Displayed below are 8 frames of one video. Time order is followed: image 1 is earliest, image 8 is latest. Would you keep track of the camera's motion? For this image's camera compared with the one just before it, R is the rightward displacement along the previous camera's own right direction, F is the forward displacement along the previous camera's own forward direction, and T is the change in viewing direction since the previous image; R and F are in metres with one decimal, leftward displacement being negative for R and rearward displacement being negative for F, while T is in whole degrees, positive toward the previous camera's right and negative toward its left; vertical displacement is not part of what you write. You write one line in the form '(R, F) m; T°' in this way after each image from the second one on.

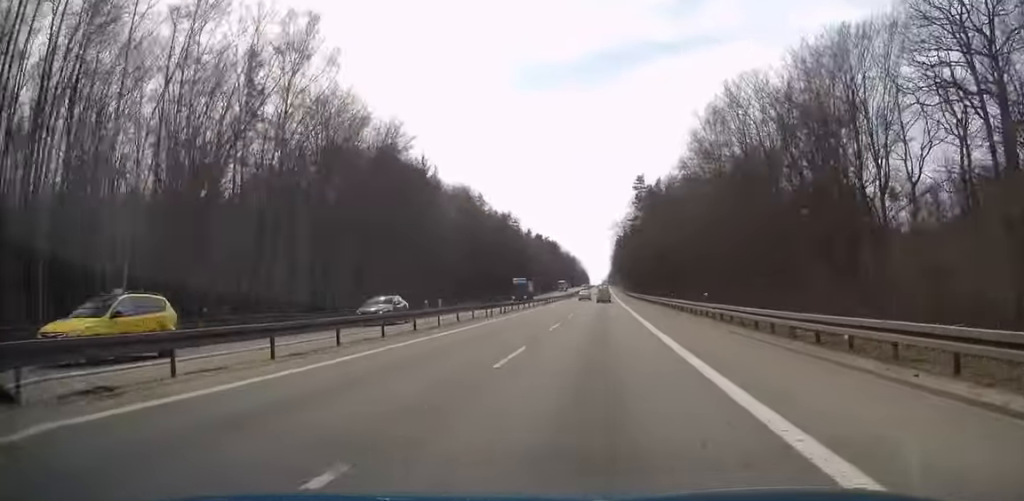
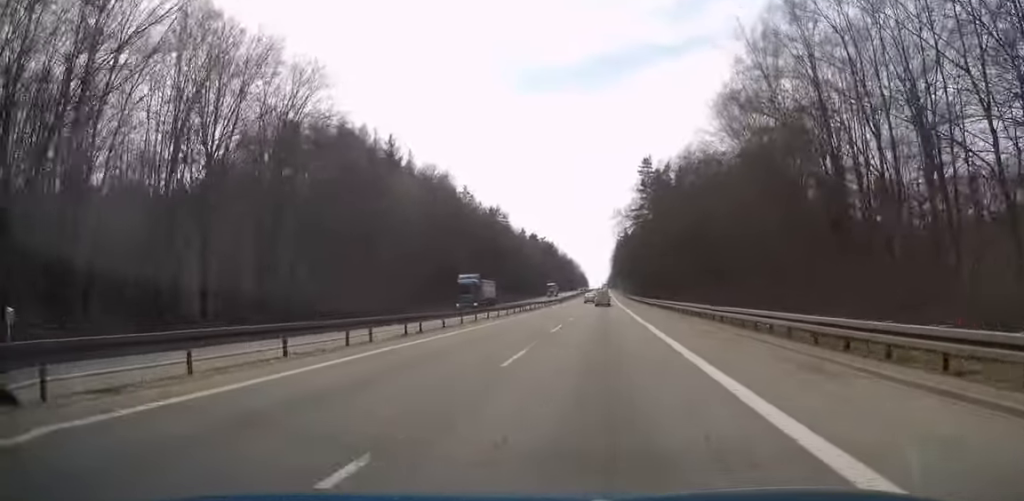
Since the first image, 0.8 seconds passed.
(0.0, +23.6) m; 0°
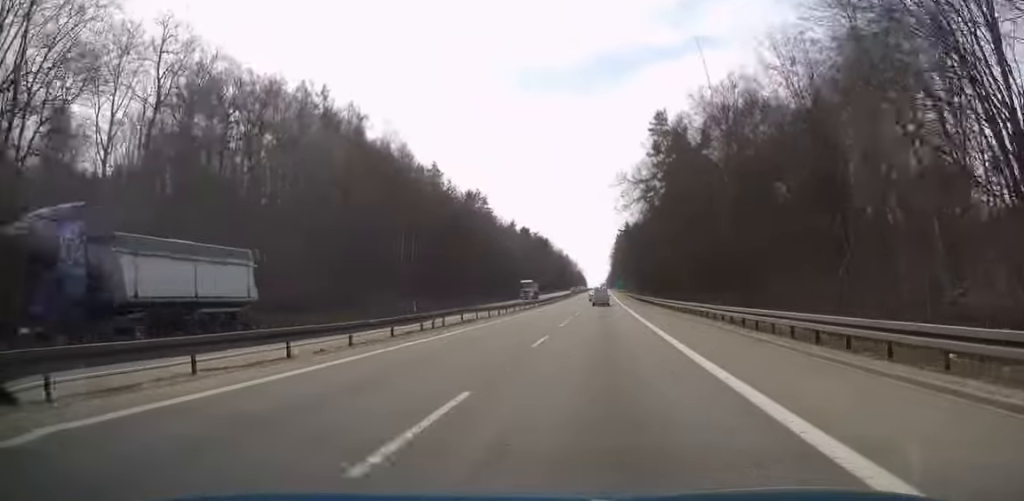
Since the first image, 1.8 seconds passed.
(+0.1, +31.9) m; 0°
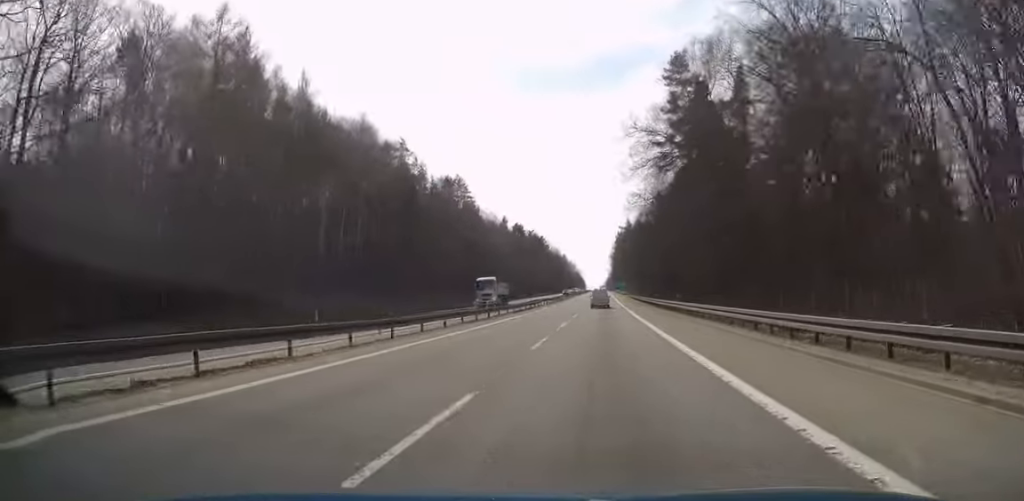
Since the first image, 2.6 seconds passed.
(+0.1, +23.8) m; 0°
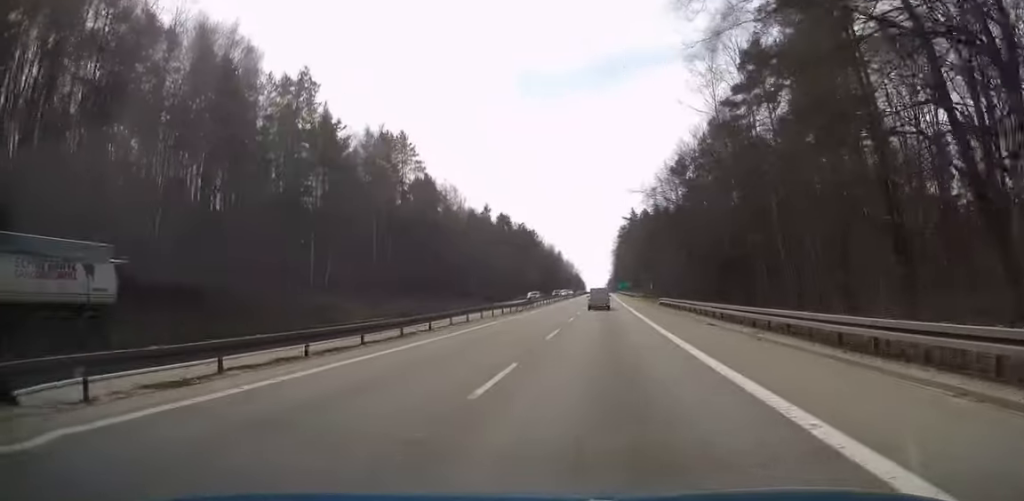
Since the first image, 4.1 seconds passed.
(0.0, +43.2) m; 0°
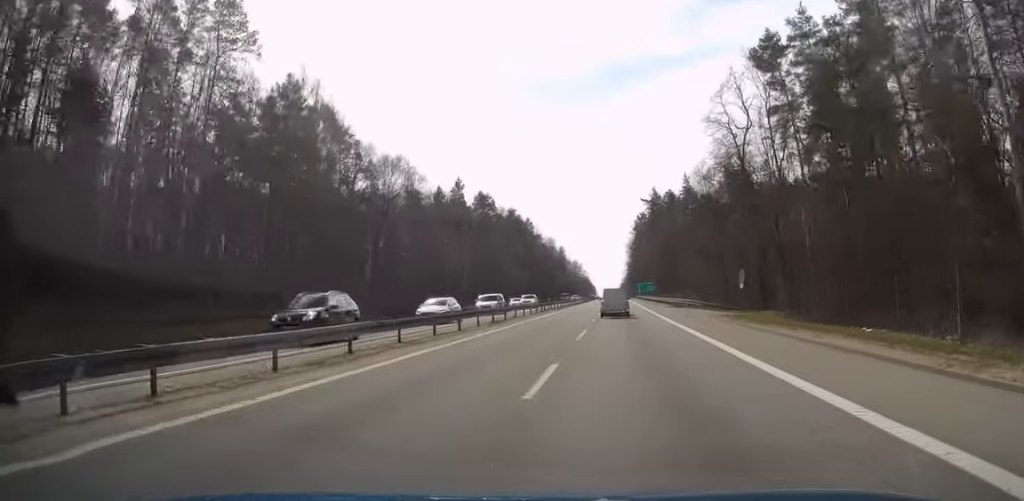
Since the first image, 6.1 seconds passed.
(-0.5, +59.2) m; -1°
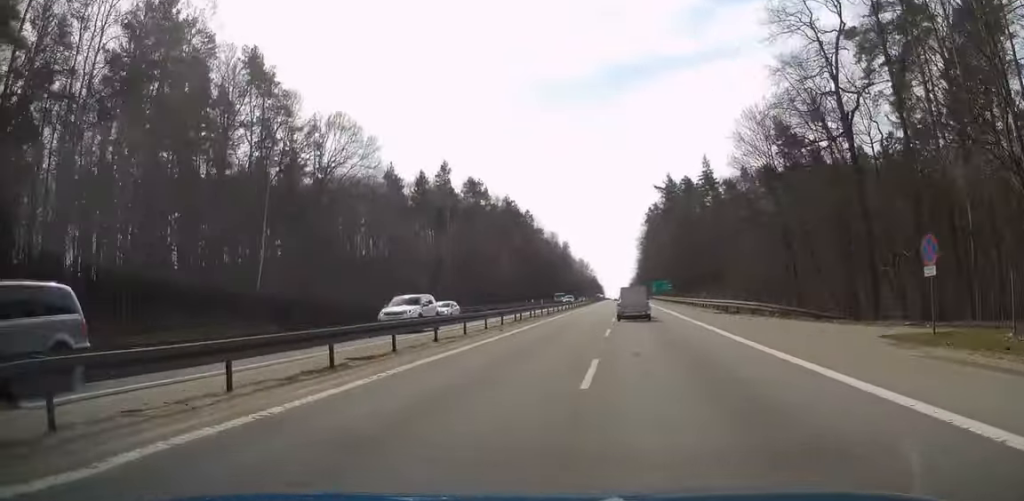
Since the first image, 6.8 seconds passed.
(-0.1, +22.8) m; 0°
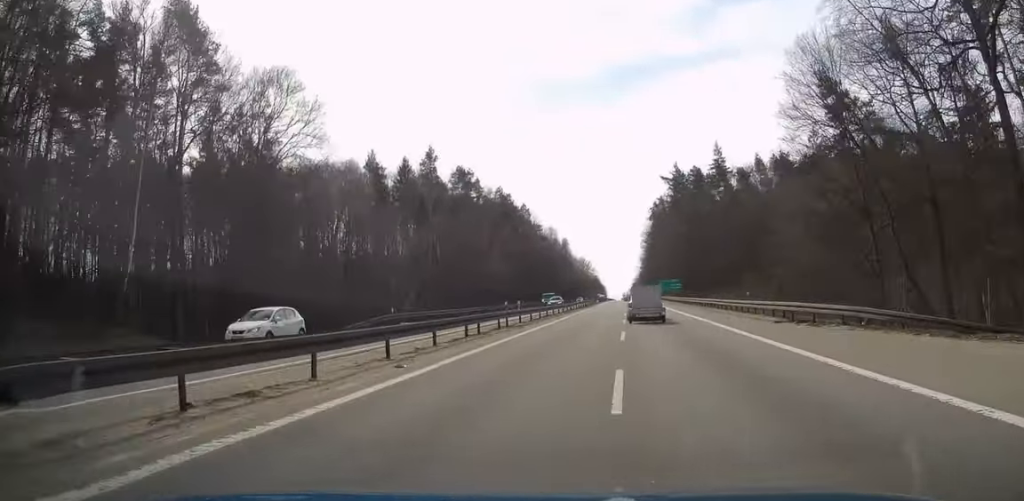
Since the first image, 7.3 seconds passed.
(0.0, +13.8) m; 0°
